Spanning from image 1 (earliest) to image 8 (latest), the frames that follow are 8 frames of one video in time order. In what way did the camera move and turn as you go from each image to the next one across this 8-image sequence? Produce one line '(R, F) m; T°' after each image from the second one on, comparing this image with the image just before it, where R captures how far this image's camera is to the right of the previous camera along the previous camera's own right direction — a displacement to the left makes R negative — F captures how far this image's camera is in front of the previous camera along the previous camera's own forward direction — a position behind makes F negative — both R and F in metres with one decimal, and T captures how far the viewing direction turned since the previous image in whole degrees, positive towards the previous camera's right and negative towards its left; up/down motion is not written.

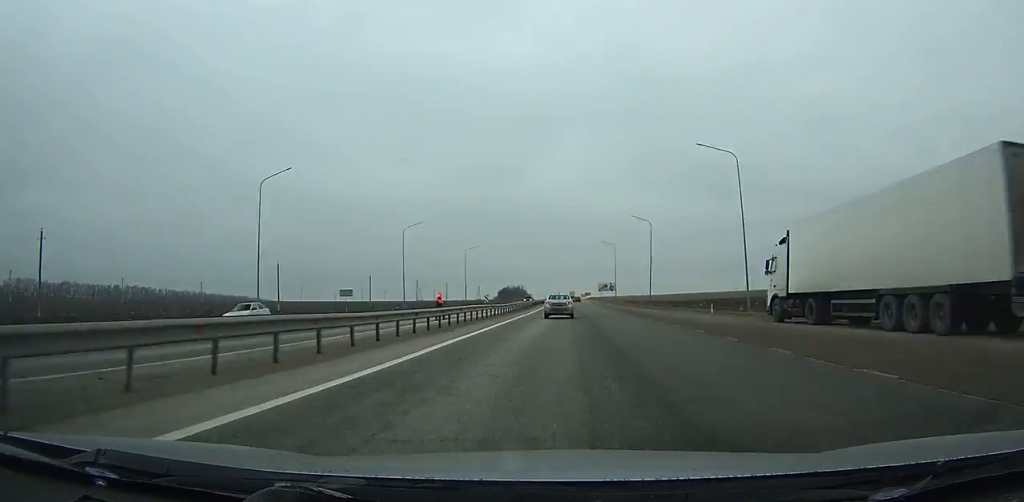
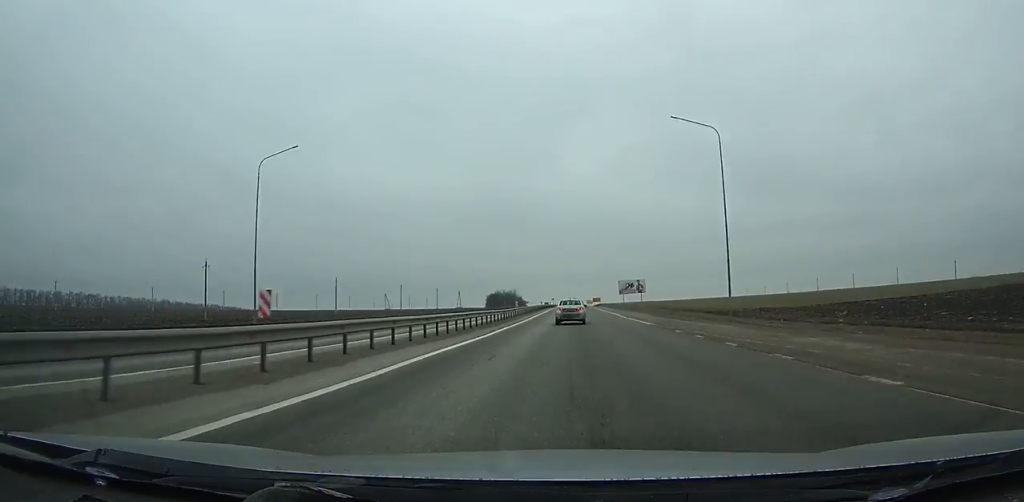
(-0.1, +77.3) m; 0°
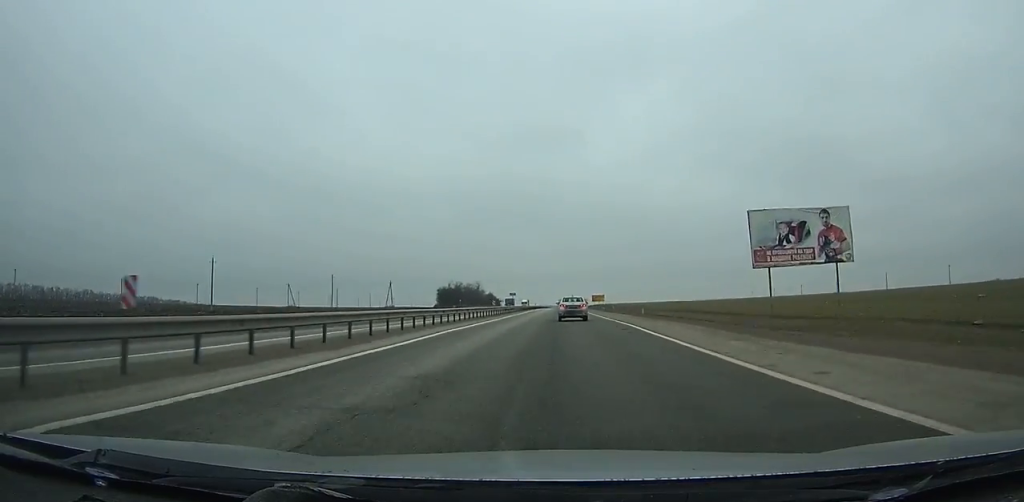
(+0.2, +102.1) m; 0°
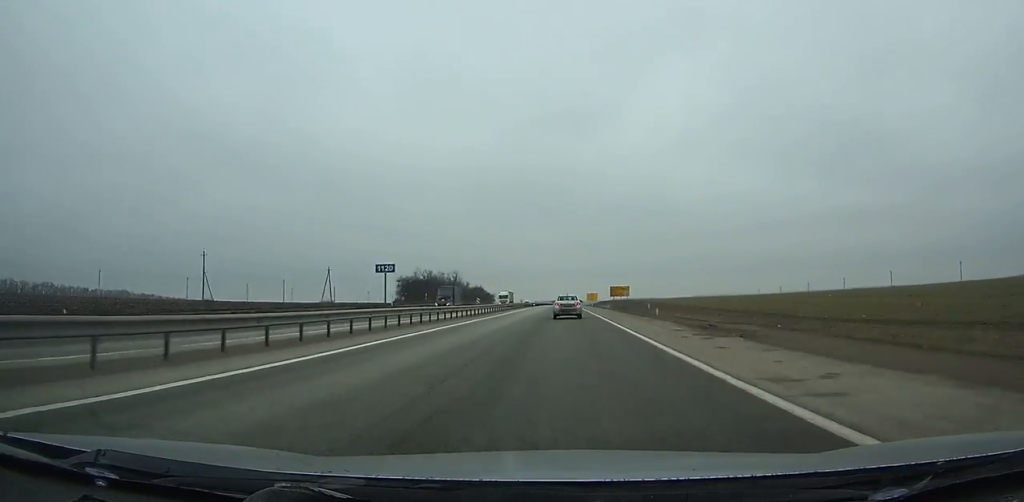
(+0.1, +57.8) m; 0°
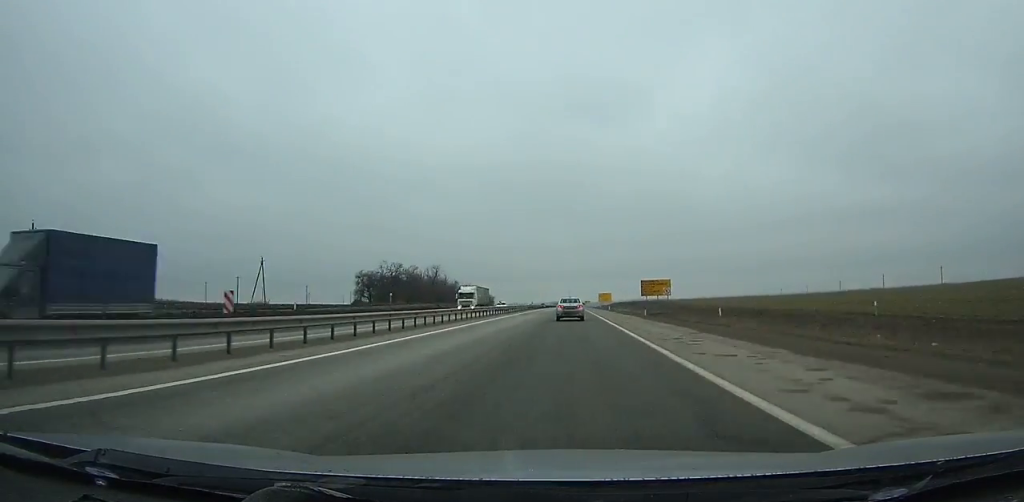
(-0.2, +37.5) m; 0°
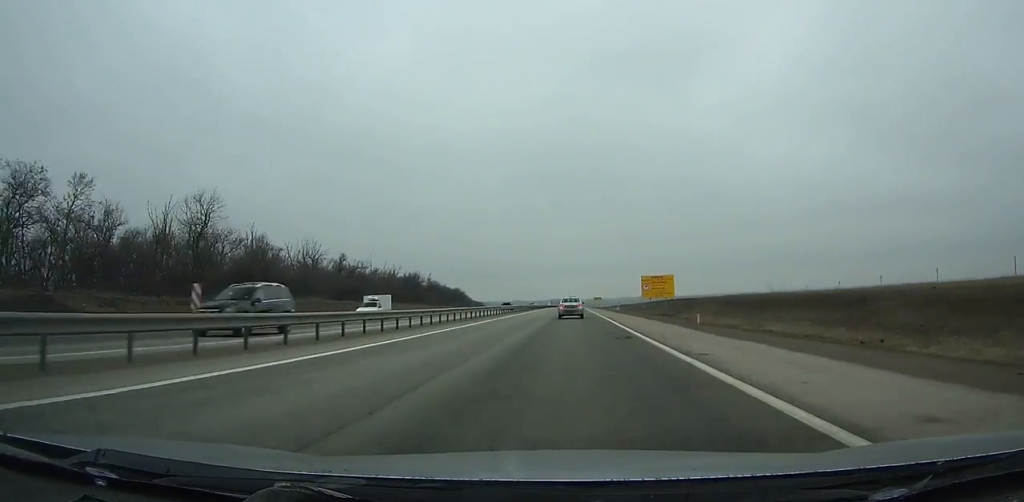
(-0.4, +101.2) m; 0°
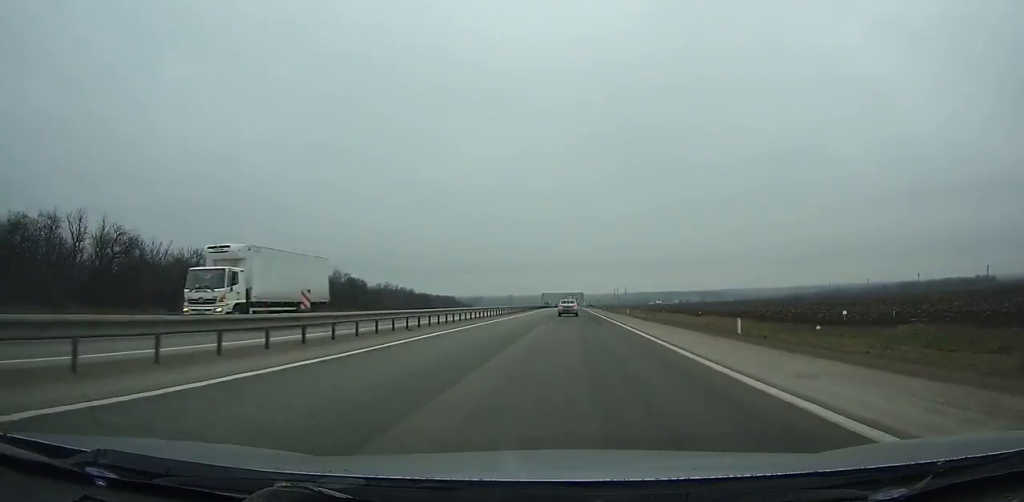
(-0.7, +198.1) m; 0°
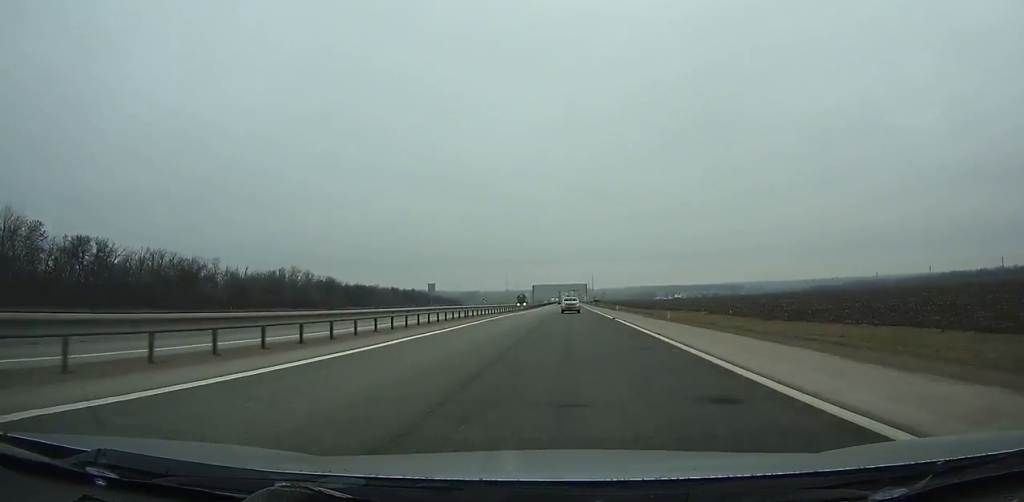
(+0.1, +116.6) m; 0°
